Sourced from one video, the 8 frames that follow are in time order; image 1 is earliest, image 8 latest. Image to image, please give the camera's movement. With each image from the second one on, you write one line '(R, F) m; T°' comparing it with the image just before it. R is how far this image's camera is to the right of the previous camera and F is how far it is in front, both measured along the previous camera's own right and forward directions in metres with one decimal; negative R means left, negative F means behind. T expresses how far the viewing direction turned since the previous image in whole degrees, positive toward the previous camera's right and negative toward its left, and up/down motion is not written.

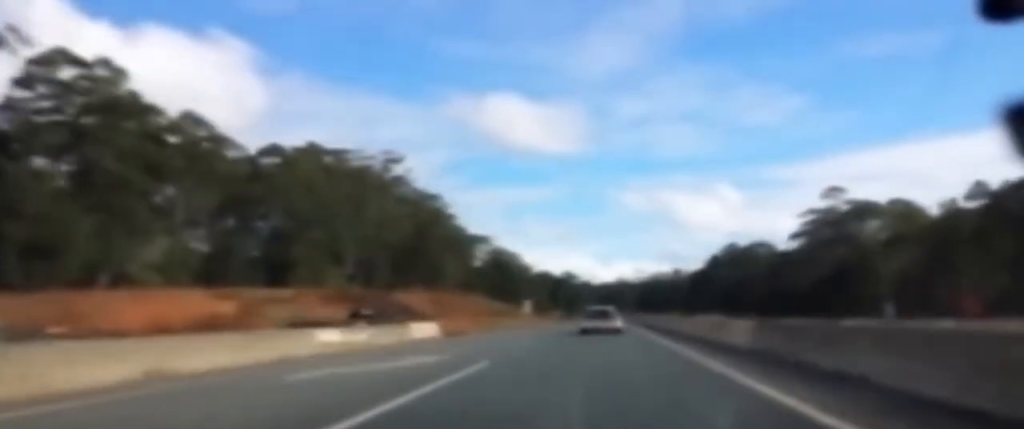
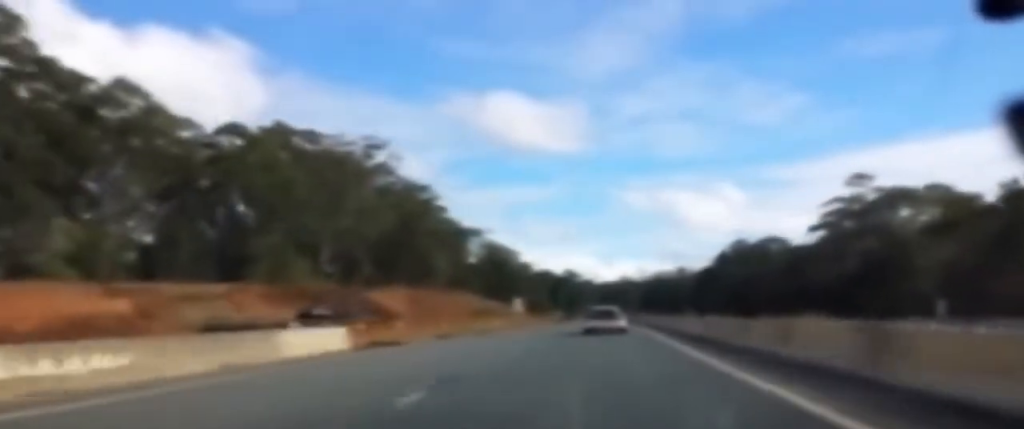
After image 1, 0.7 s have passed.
(-0.1, +15.1) m; -1°
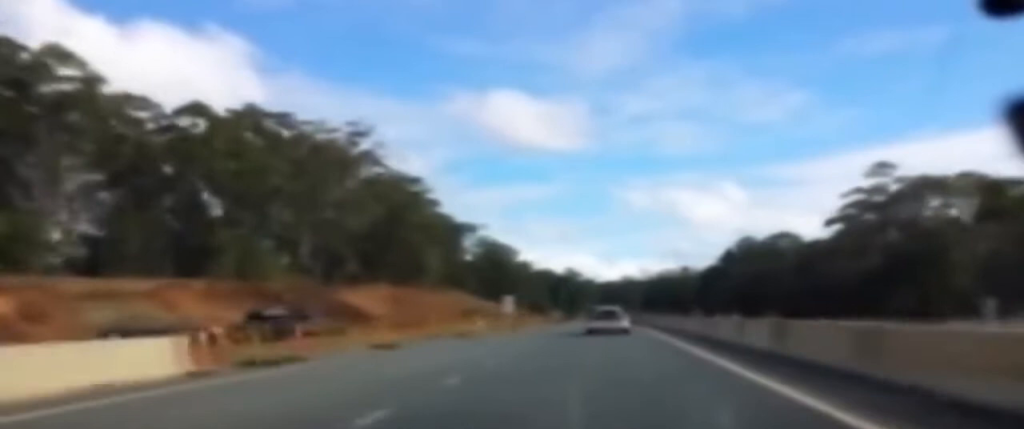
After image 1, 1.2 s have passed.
(-0.1, +10.8) m; -1°
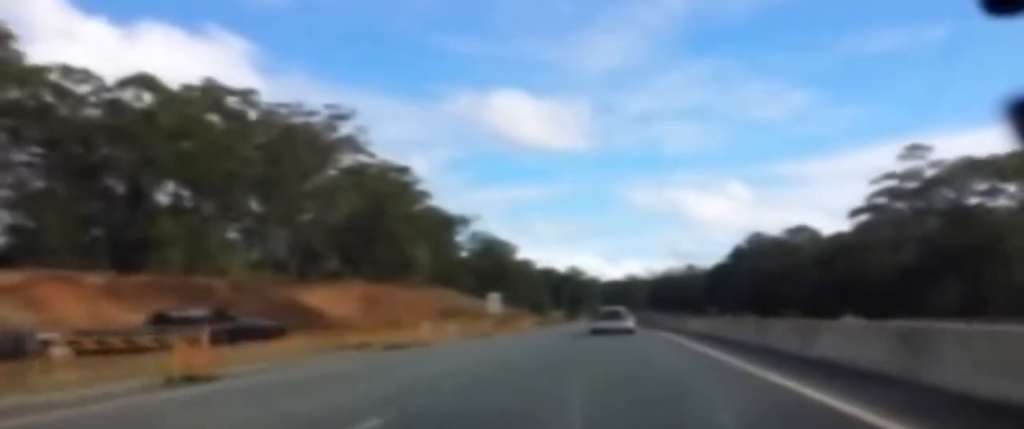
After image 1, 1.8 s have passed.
(0.0, +13.7) m; 0°
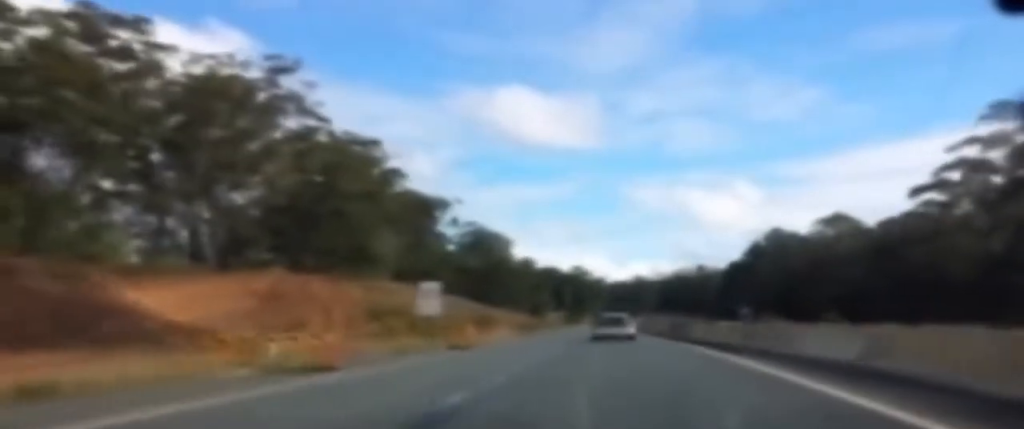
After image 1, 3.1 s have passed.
(0.0, +26.7) m; 0°
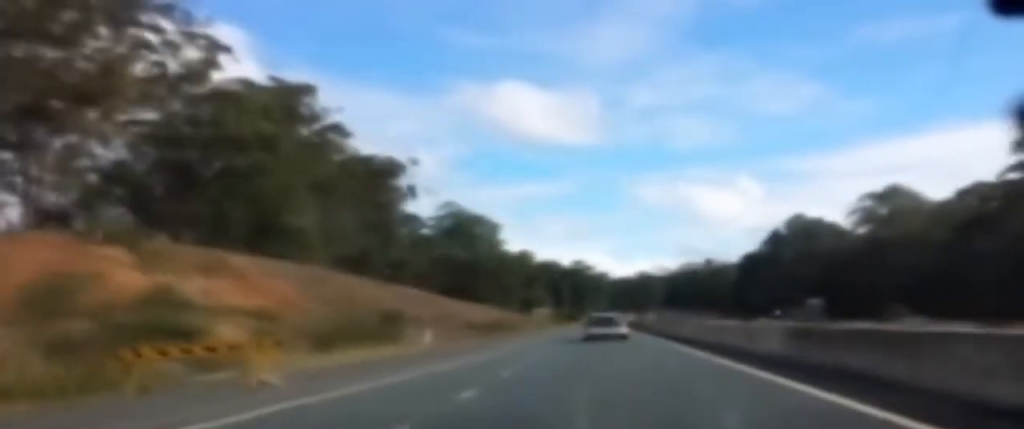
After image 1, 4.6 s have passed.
(-0.1, +33.0) m; 0°
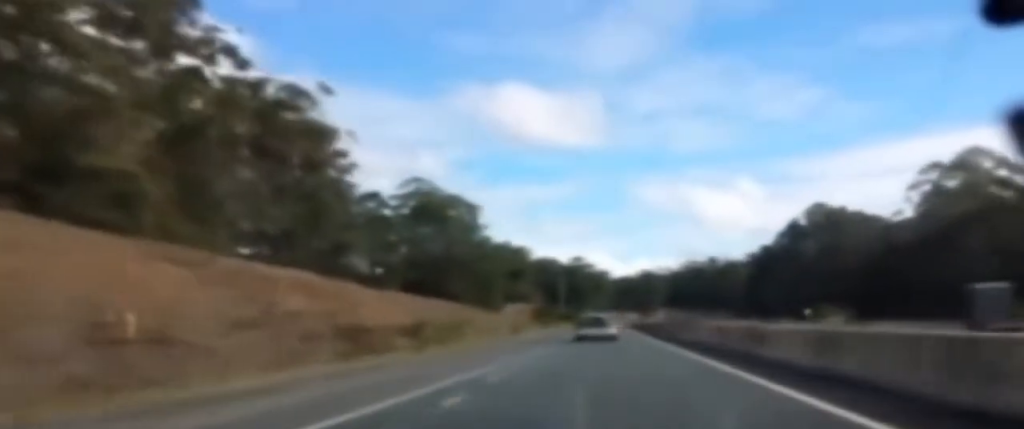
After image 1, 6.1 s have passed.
(-0.1, +34.5) m; 0°
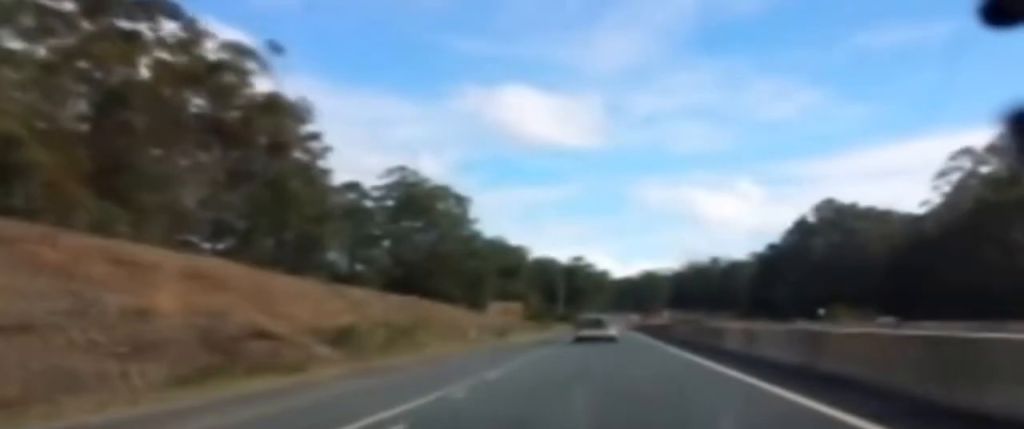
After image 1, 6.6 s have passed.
(0.0, +11.5) m; 0°
